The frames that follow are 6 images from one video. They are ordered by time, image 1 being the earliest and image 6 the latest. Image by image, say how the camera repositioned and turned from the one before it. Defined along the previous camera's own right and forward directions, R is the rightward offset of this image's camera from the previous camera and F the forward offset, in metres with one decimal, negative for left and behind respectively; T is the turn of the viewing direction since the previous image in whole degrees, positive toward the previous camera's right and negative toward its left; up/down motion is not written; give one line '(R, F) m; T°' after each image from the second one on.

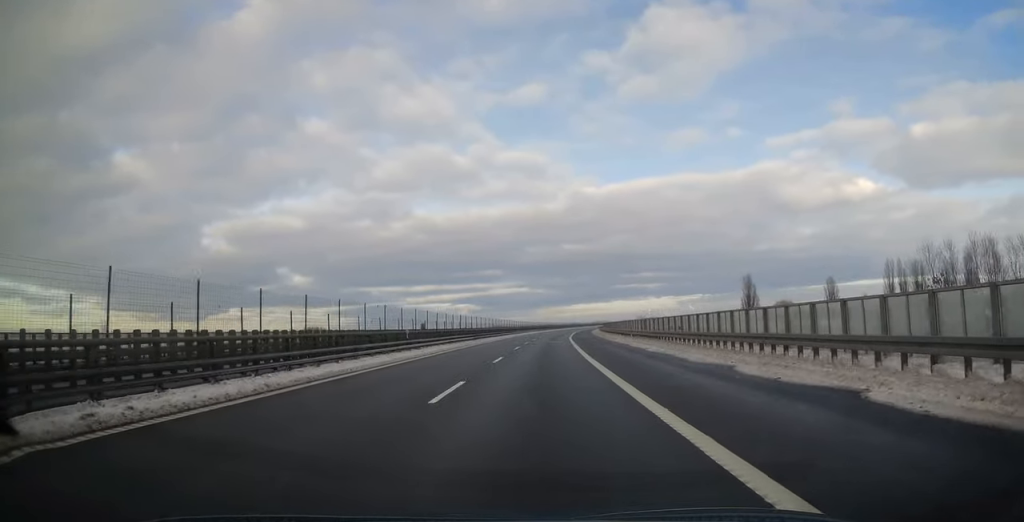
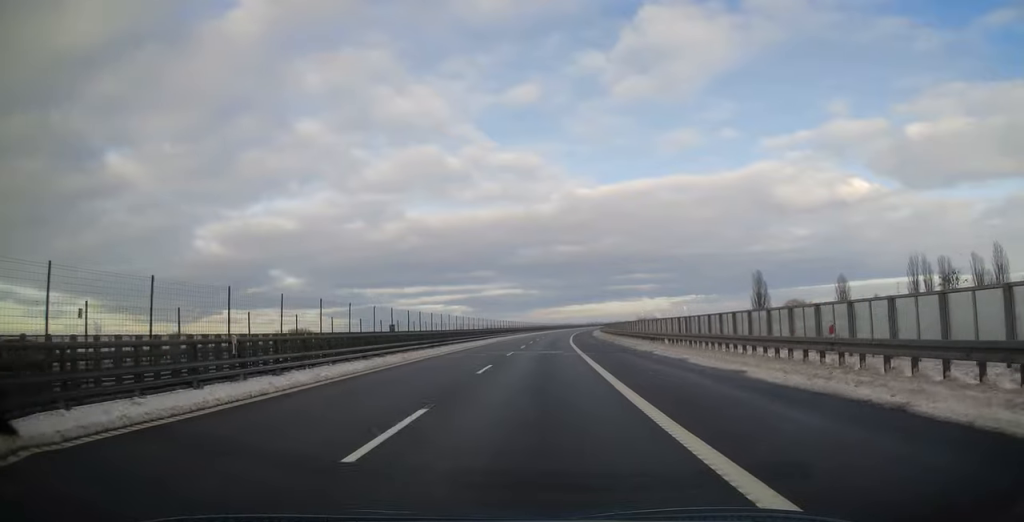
(0.0, +16.5) m; 0°
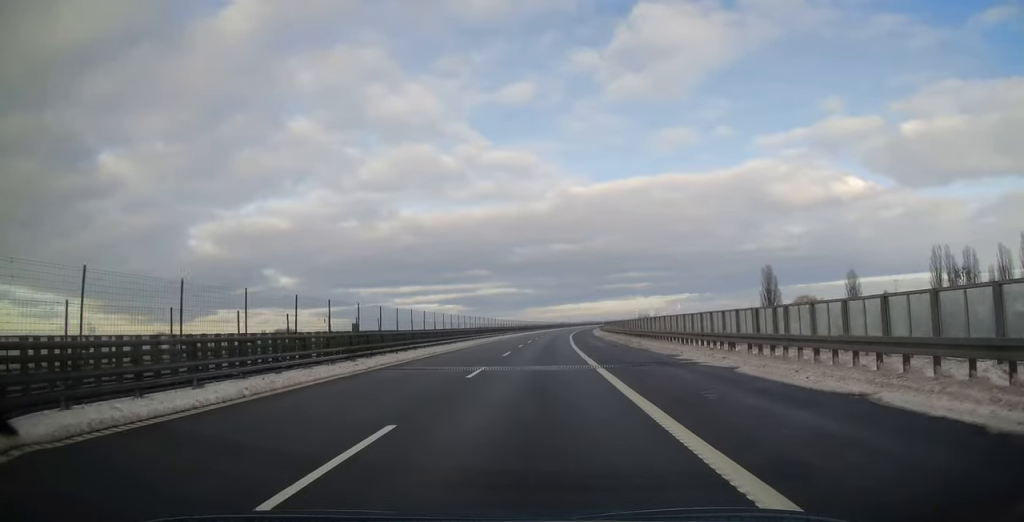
(0.0, +13.9) m; +1°
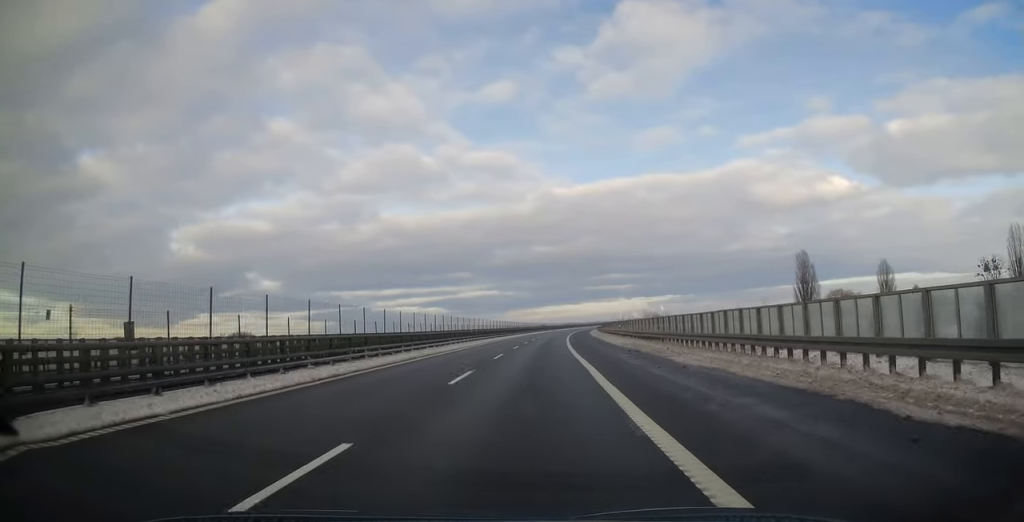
(+0.4, +37.3) m; +2°
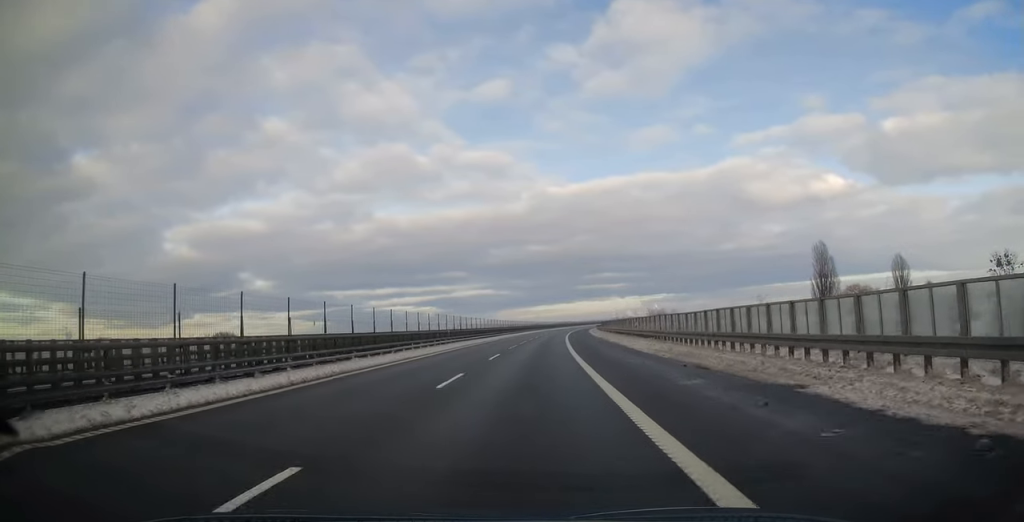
(+0.1, +13.3) m; +1°
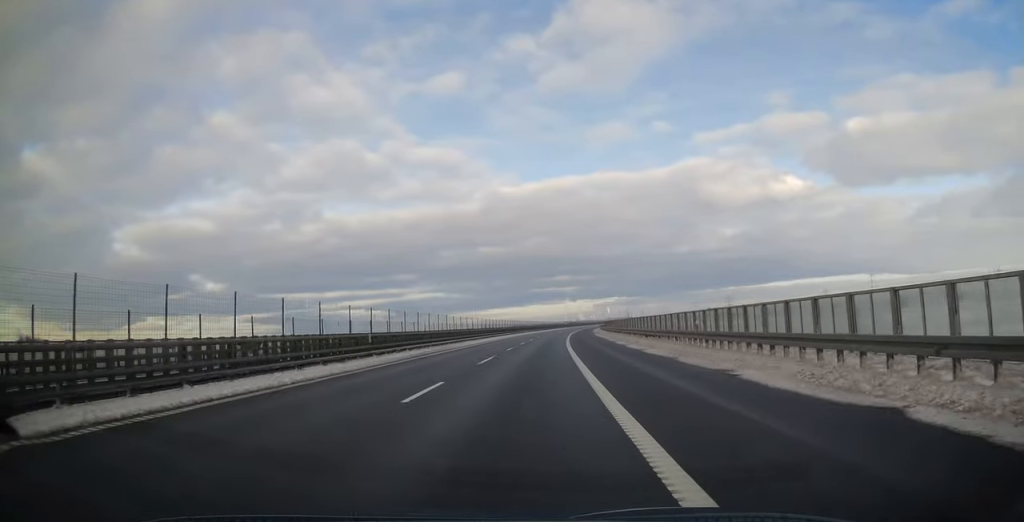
(+4.9, +121.9) m; +5°
